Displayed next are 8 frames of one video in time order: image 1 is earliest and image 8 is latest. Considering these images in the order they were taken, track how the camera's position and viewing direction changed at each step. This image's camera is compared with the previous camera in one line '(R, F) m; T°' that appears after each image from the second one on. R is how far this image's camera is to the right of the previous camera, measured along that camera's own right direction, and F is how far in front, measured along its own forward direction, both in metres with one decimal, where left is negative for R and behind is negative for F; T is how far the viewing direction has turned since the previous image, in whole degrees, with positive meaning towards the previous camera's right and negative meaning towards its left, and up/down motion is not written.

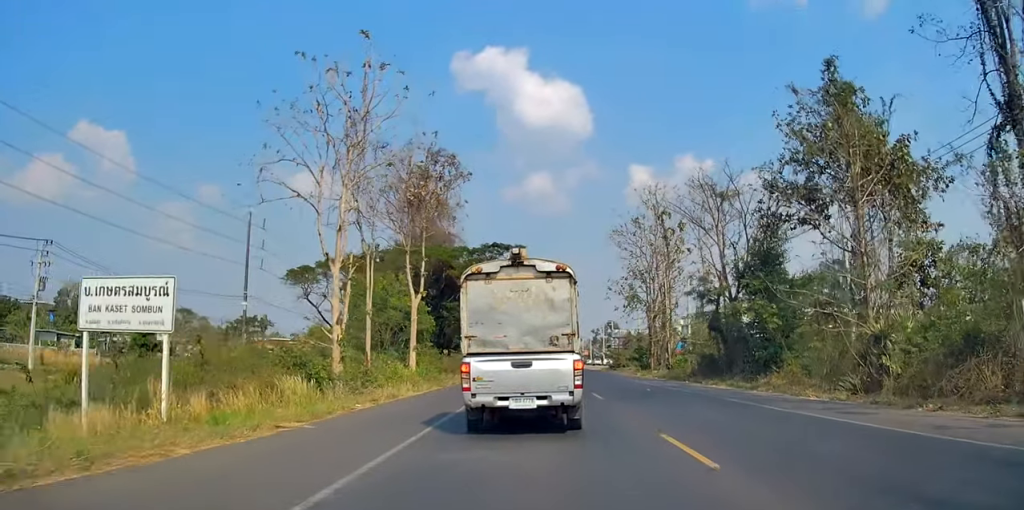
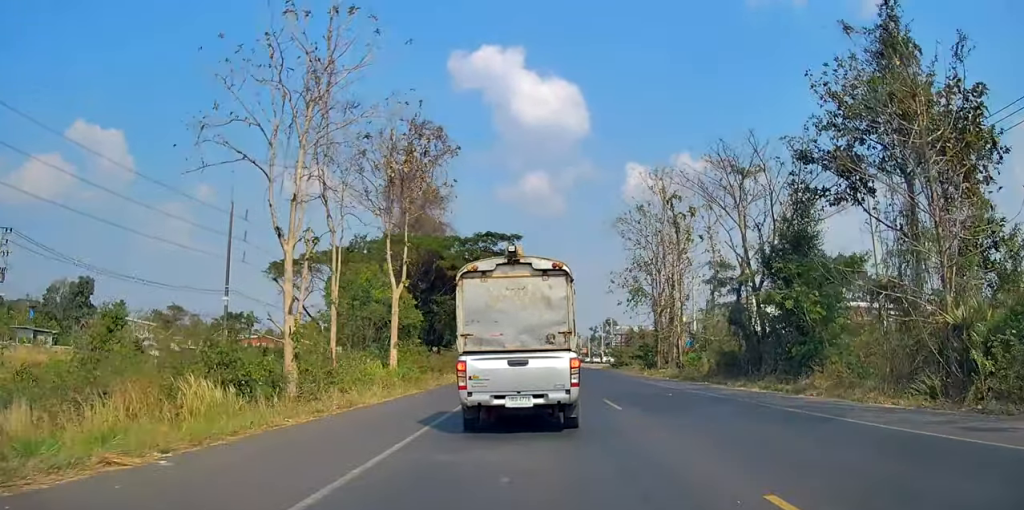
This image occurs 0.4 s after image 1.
(0.0, +4.6) m; -1°
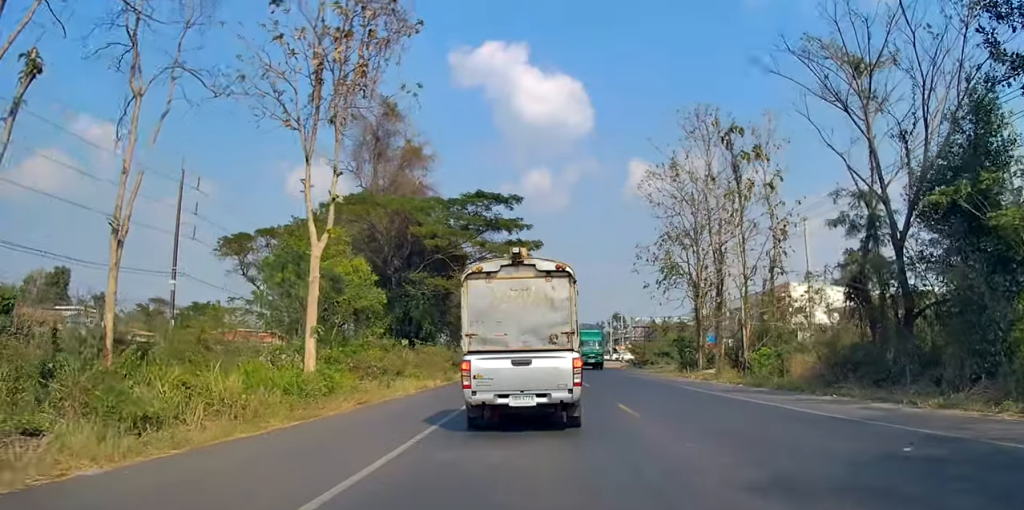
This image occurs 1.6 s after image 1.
(-0.4, +13.4) m; -1°
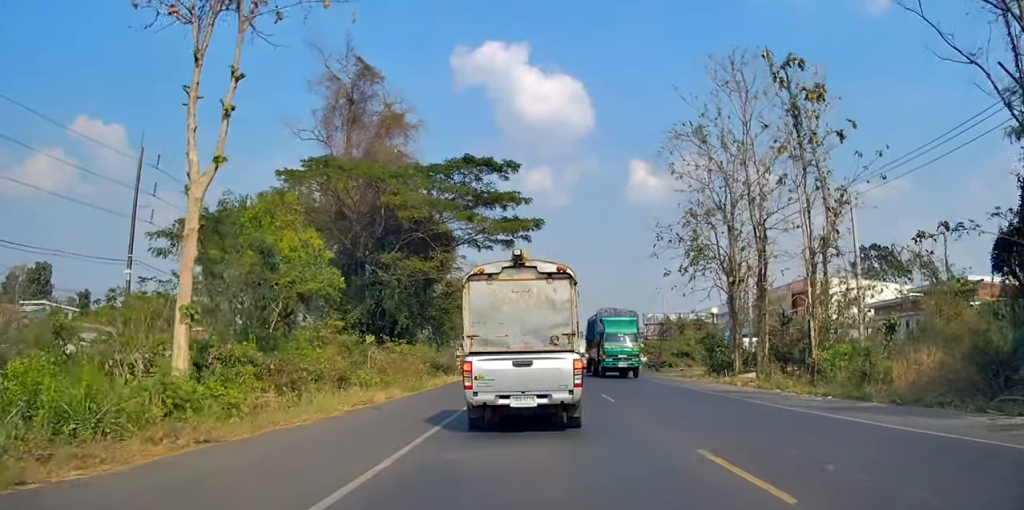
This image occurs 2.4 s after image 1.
(+0.1, +8.3) m; 0°
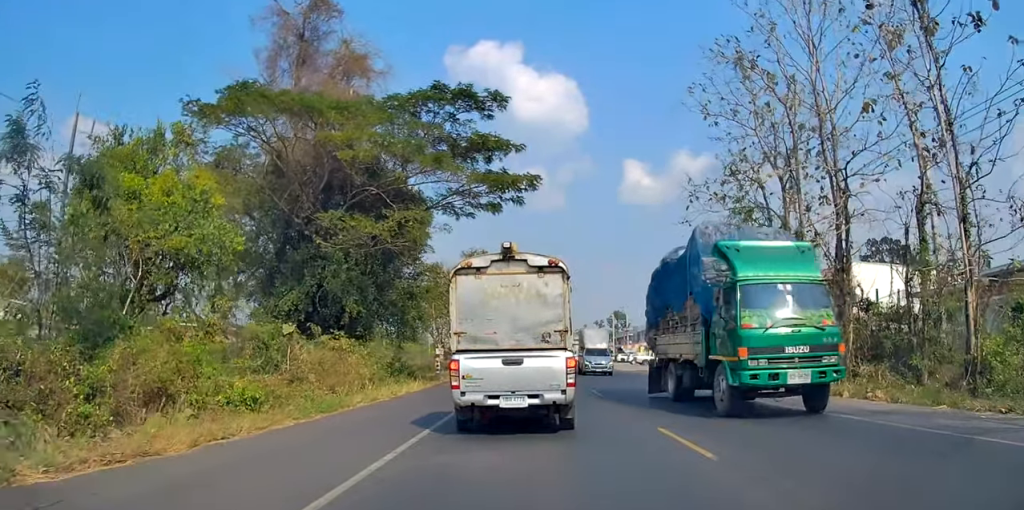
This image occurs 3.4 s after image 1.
(-0.1, +9.1) m; -1°
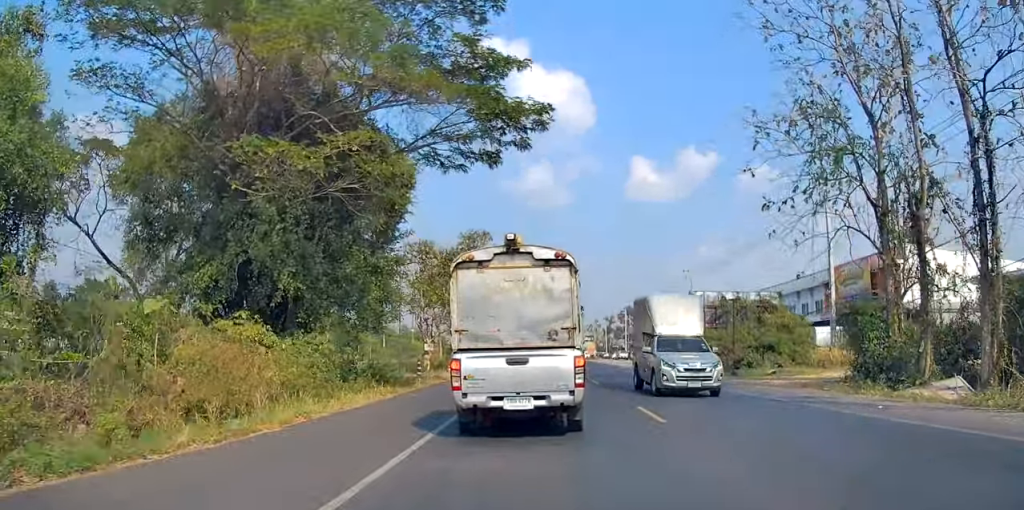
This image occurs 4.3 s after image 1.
(-0.2, +8.5) m; -1°
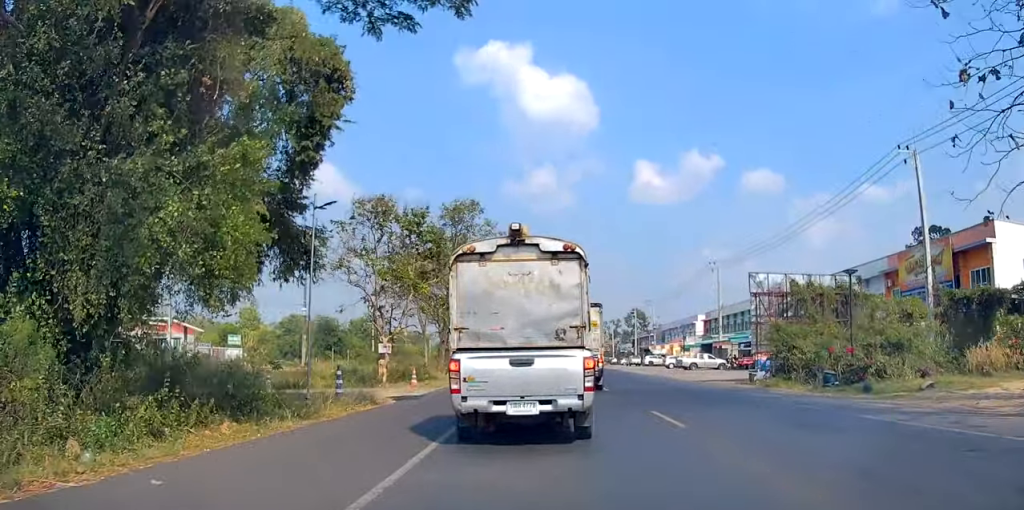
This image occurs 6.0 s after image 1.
(-0.2, +14.0) m; -2°
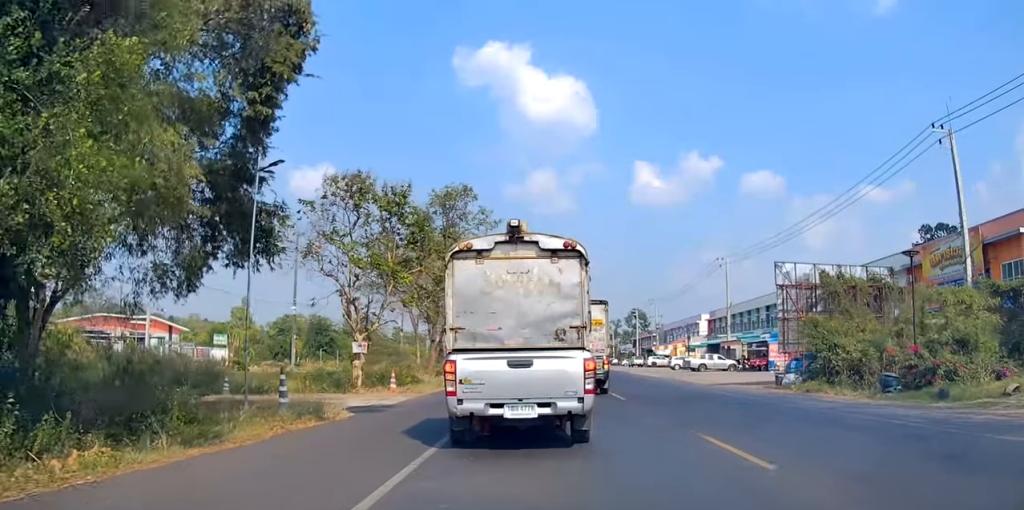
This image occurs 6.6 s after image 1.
(0.0, +4.1) m; +1°
